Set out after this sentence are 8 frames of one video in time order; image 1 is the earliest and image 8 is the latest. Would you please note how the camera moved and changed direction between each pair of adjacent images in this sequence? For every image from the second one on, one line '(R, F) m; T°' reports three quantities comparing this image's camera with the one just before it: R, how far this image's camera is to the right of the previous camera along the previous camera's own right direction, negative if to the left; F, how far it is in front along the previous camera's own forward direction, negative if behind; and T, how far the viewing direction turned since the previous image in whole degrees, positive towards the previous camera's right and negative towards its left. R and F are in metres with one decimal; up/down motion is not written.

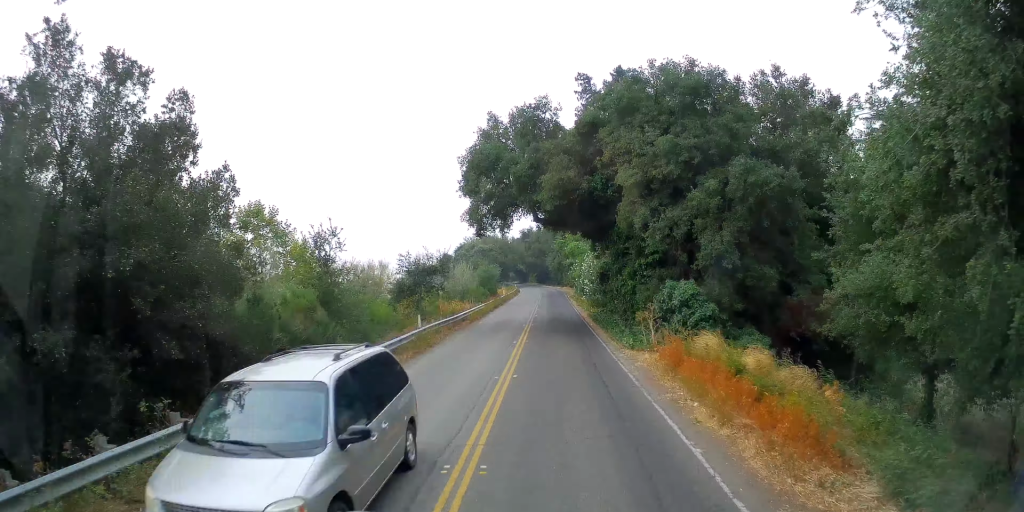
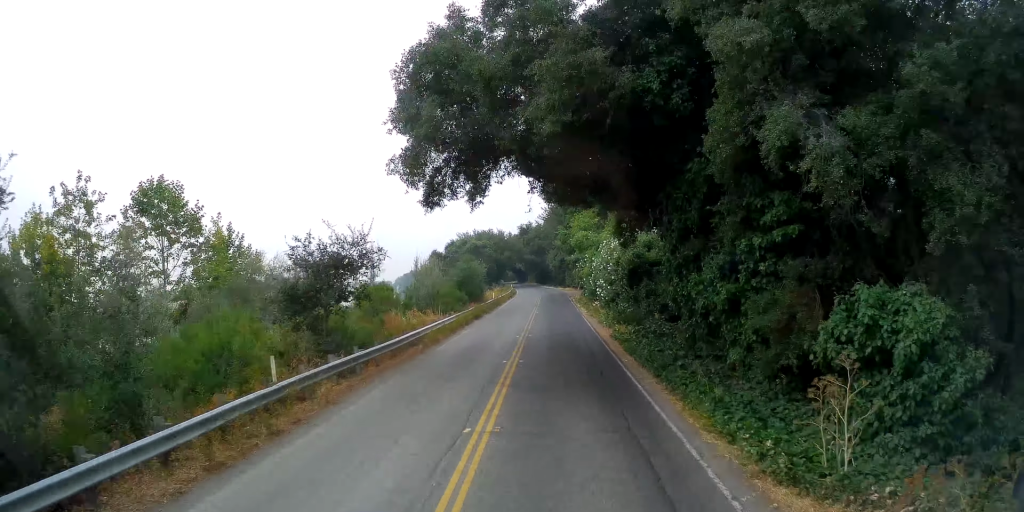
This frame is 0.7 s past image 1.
(0.0, +13.2) m; -1°
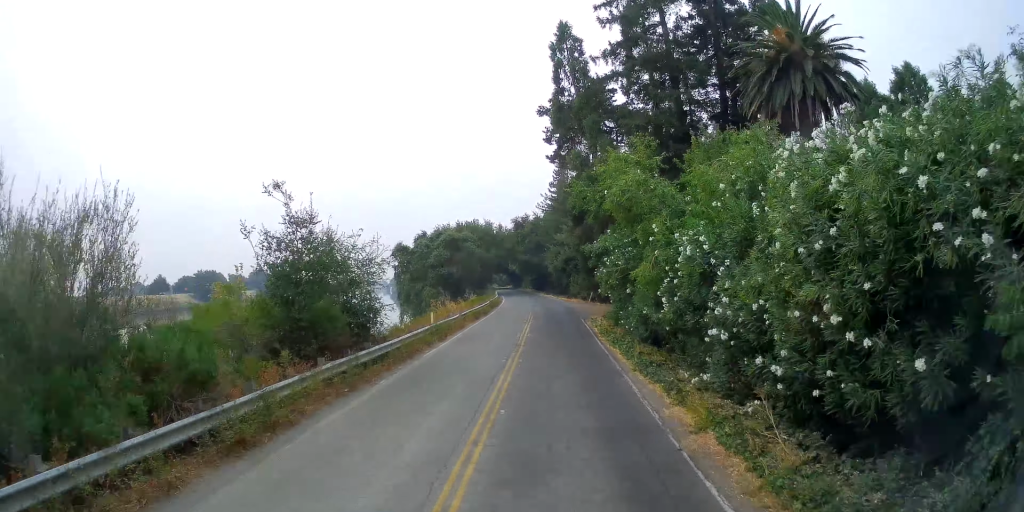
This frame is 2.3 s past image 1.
(0.0, +29.1) m; -1°
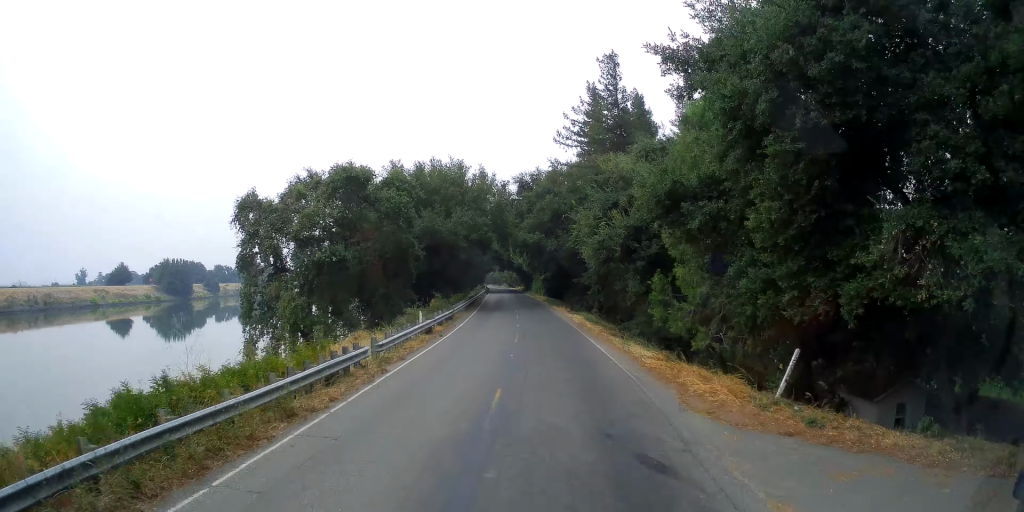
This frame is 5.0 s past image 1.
(-0.1, +53.9) m; 0°
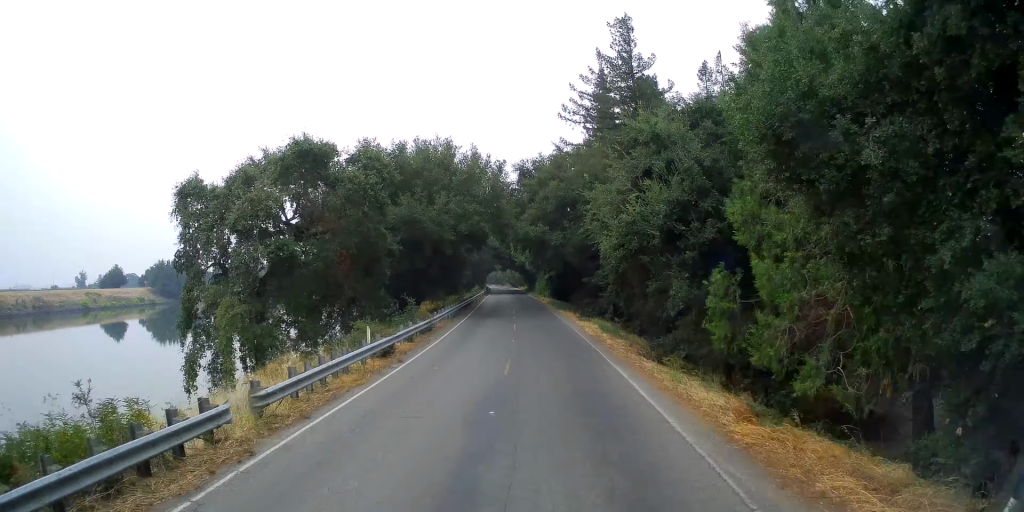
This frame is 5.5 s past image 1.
(-0.1, +8.9) m; -1°
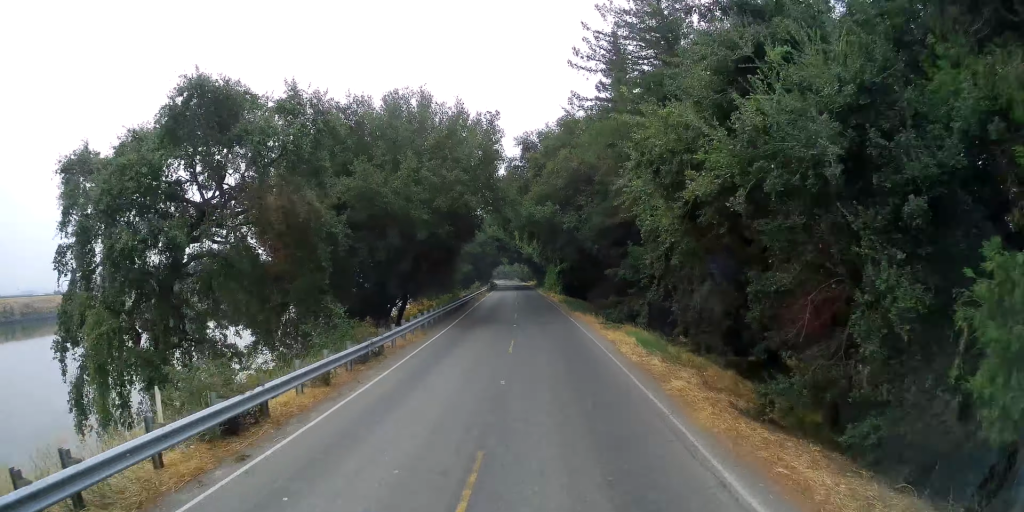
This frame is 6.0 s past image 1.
(0.0, +10.5) m; -1°
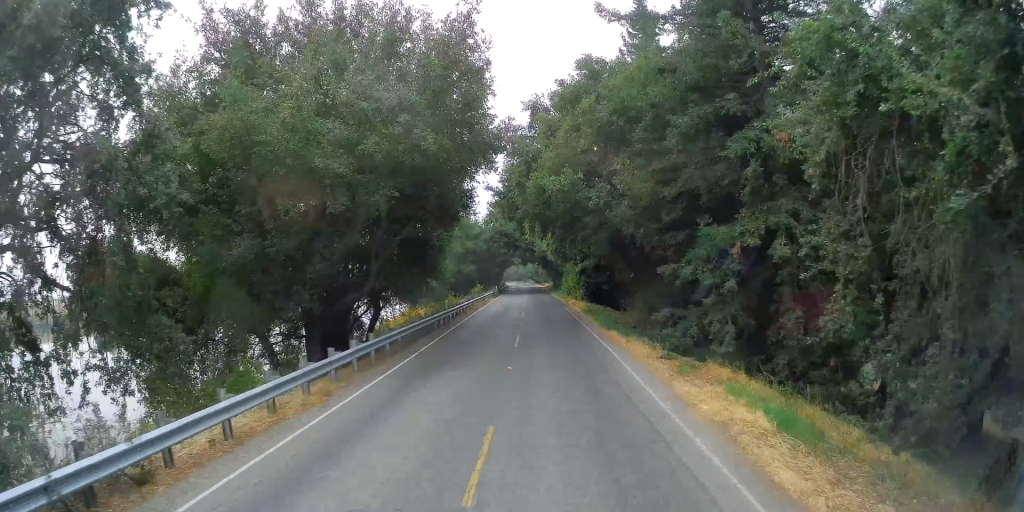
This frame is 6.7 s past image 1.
(0.0, +13.0) m; -1°
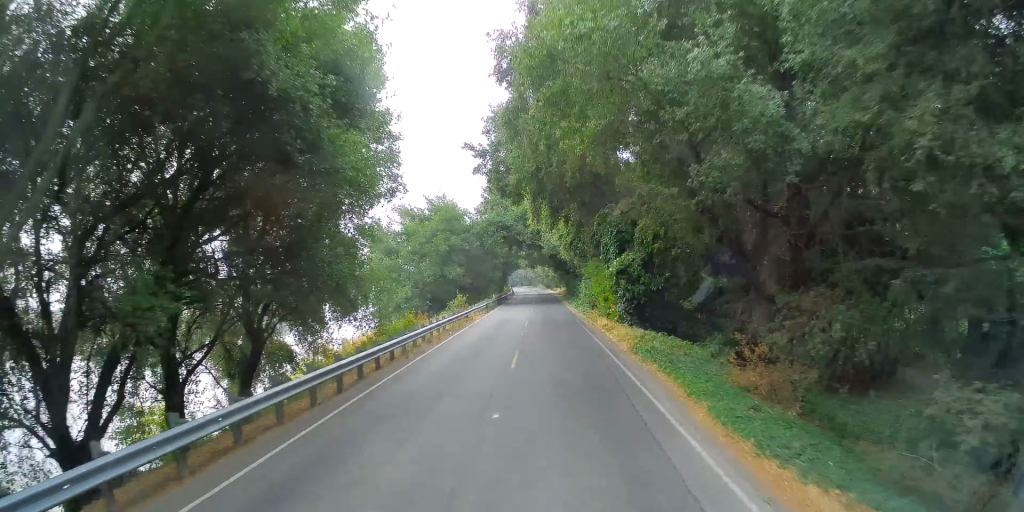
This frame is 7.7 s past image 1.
(-0.4, +18.8) m; -3°
